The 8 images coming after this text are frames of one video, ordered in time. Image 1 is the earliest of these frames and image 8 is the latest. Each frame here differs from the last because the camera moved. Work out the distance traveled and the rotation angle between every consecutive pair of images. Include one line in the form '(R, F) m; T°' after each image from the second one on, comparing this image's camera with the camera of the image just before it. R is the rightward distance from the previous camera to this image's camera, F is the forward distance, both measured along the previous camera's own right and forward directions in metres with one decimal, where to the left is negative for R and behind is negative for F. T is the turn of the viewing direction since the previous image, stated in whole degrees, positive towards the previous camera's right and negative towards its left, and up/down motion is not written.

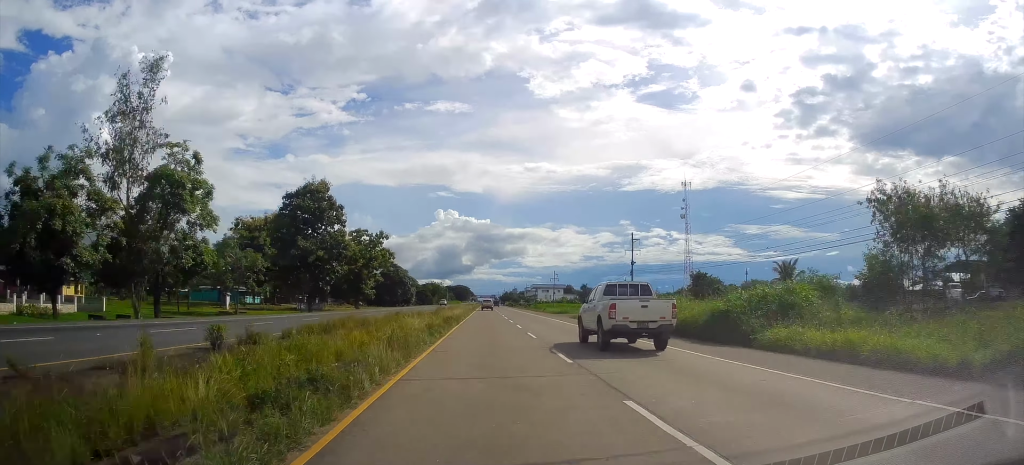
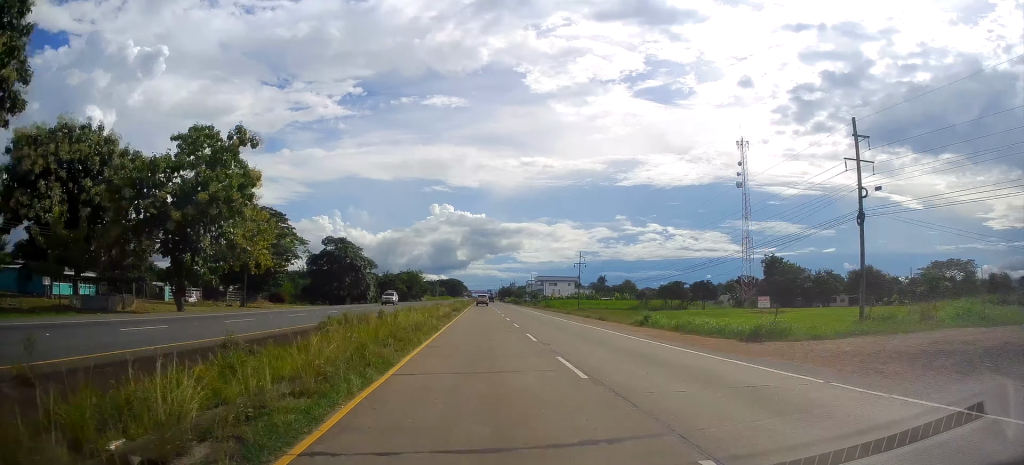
(+0.1, +53.6) m; 0°
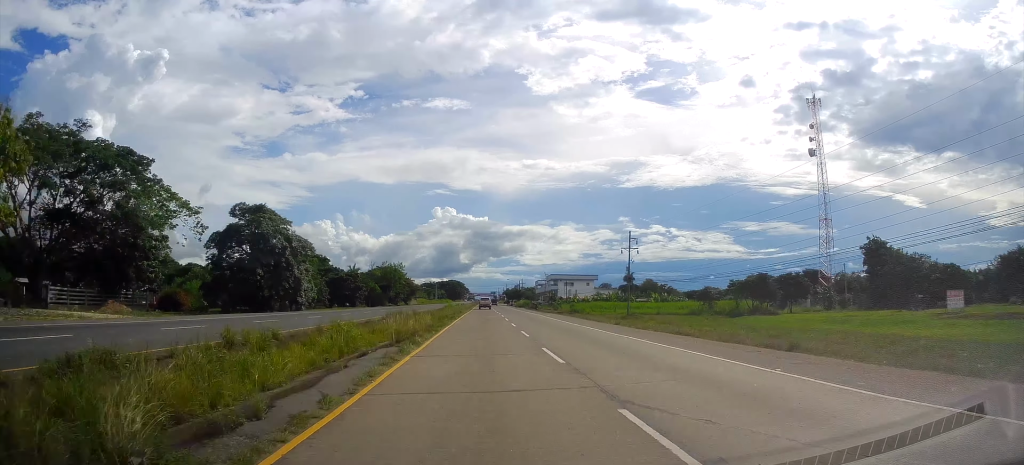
(0.0, +39.9) m; 0°
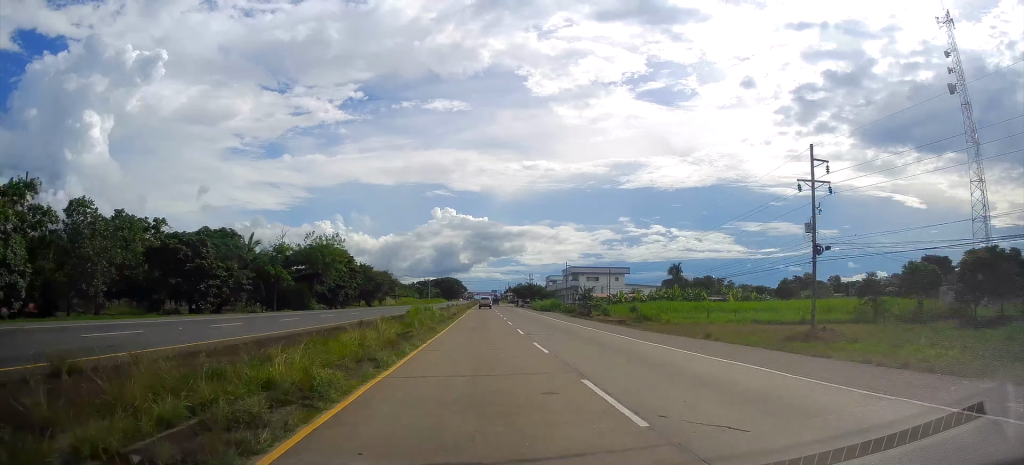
(-0.2, +48.2) m; 0°
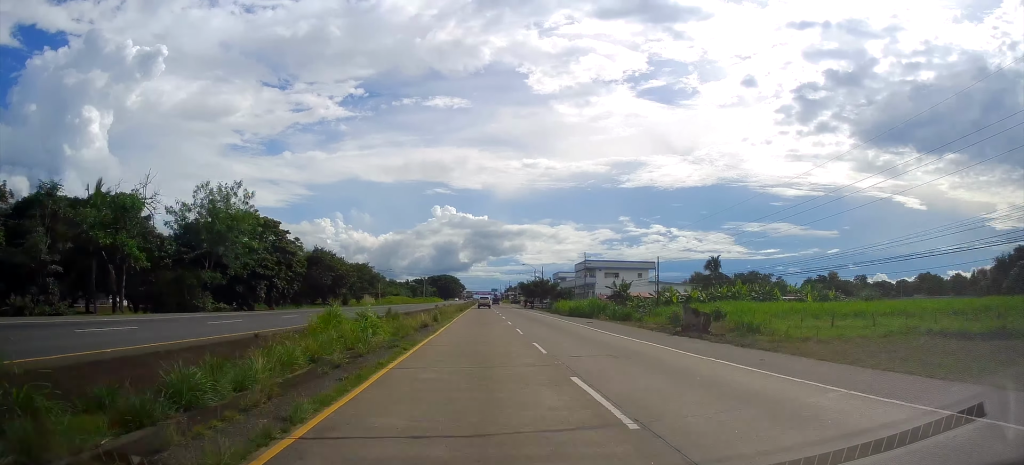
(0.0, +26.0) m; 0°
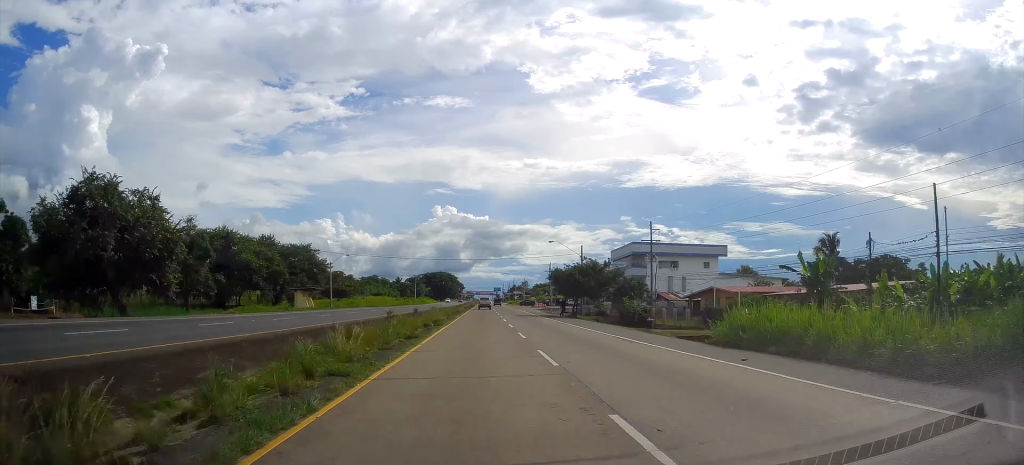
(0.0, +45.1) m; 0°
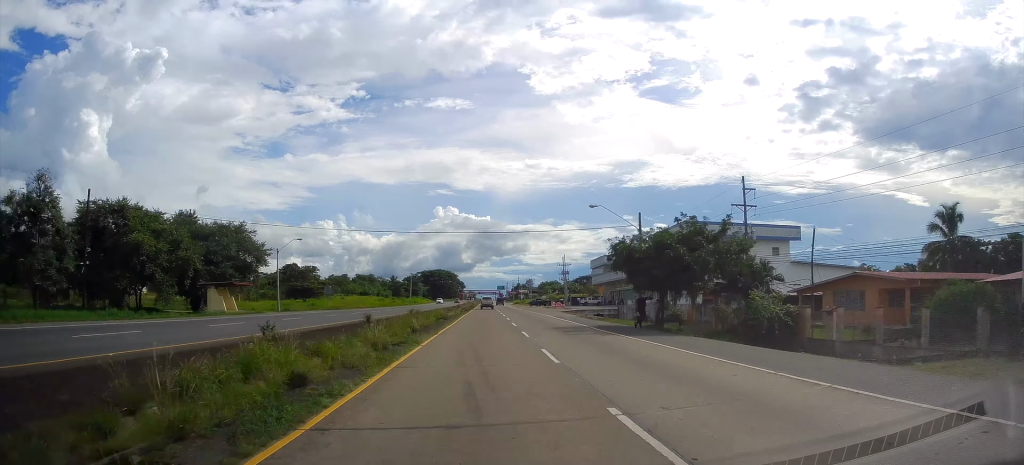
(0.0, +25.5) m; 0°
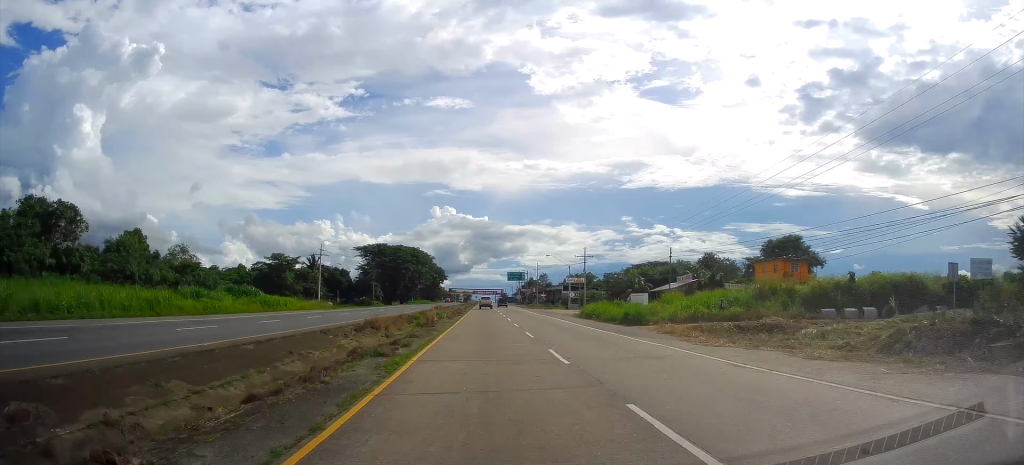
(+1.1, +135.2) m; 0°
